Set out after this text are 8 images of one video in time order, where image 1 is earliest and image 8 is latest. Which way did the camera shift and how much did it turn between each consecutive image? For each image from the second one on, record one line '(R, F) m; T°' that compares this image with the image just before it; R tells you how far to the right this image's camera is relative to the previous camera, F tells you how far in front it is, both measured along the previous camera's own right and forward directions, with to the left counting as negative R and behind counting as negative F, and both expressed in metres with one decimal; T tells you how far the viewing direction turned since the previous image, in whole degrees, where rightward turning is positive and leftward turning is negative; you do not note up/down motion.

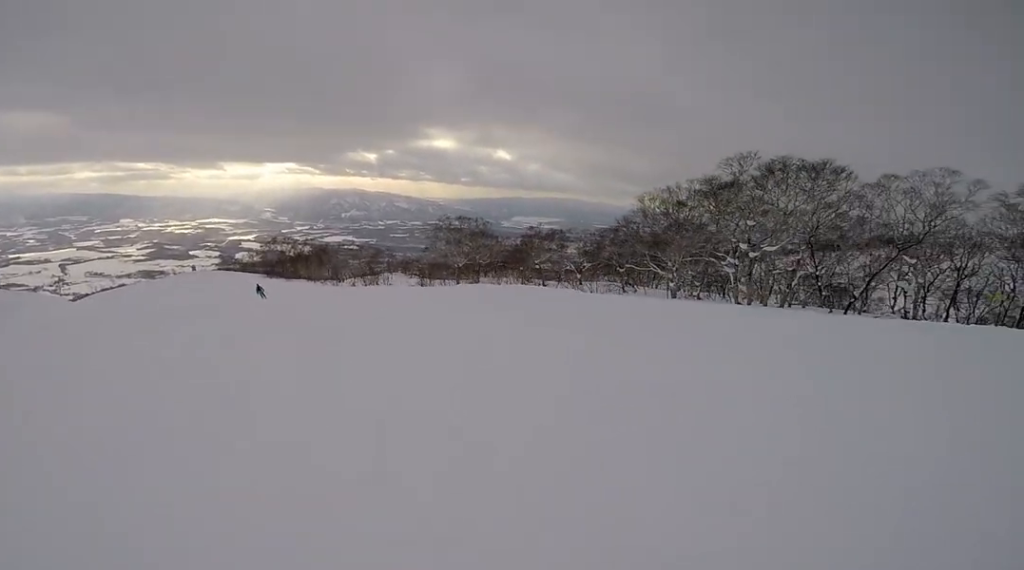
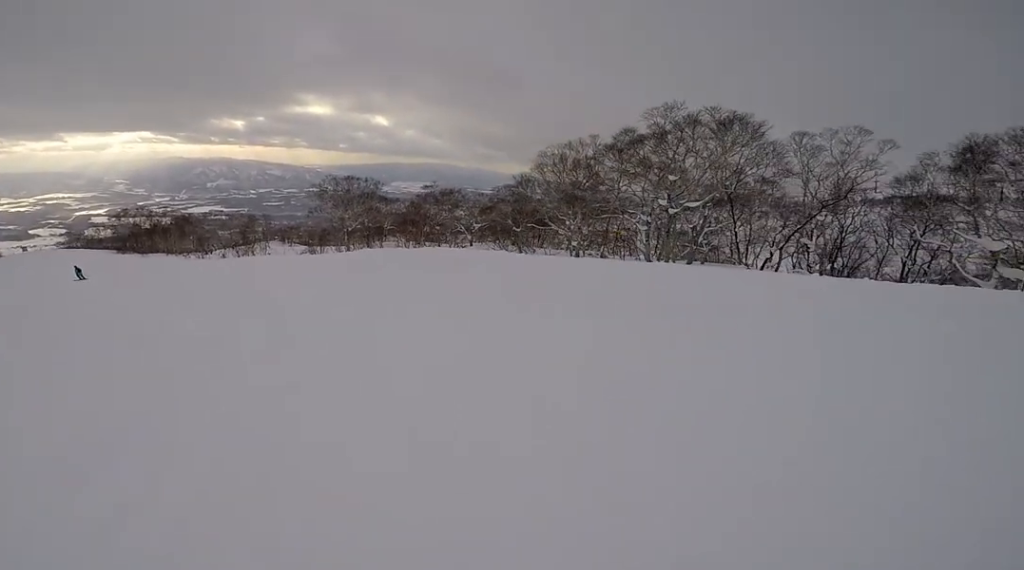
(+2.9, +3.8) m; +38°
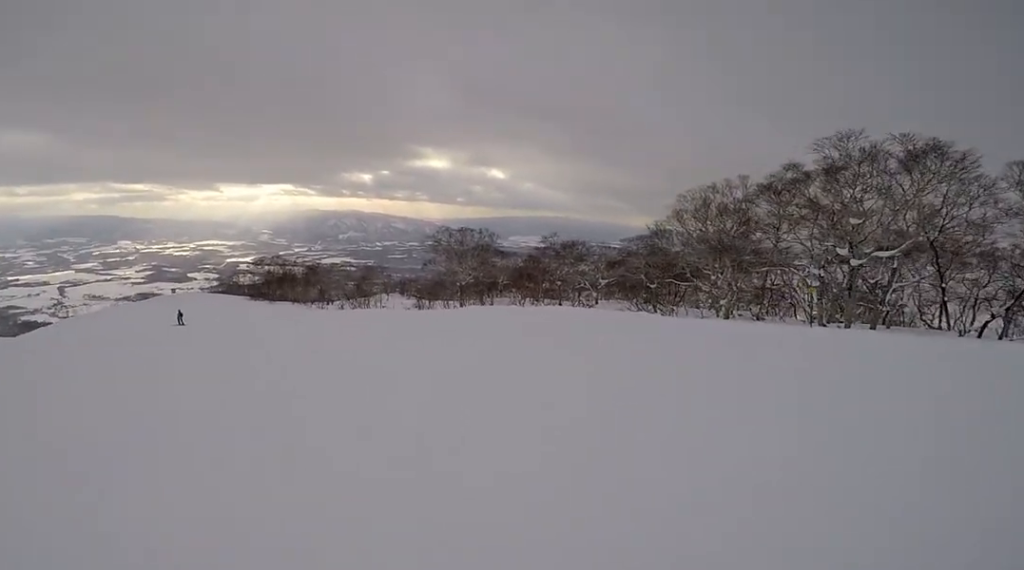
(-0.3, +2.7) m; -11°
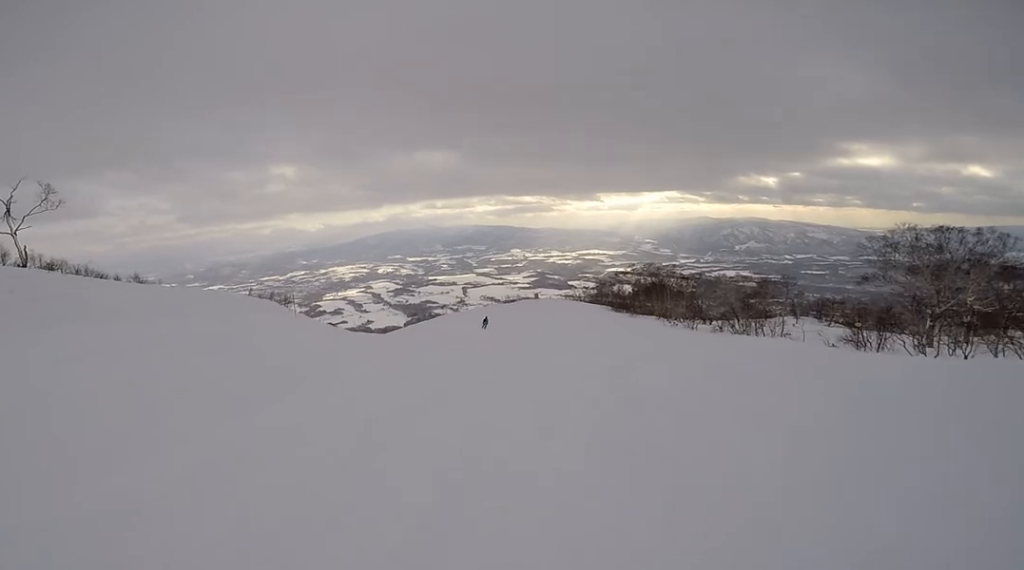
(-3.3, +7.2) m; -44°
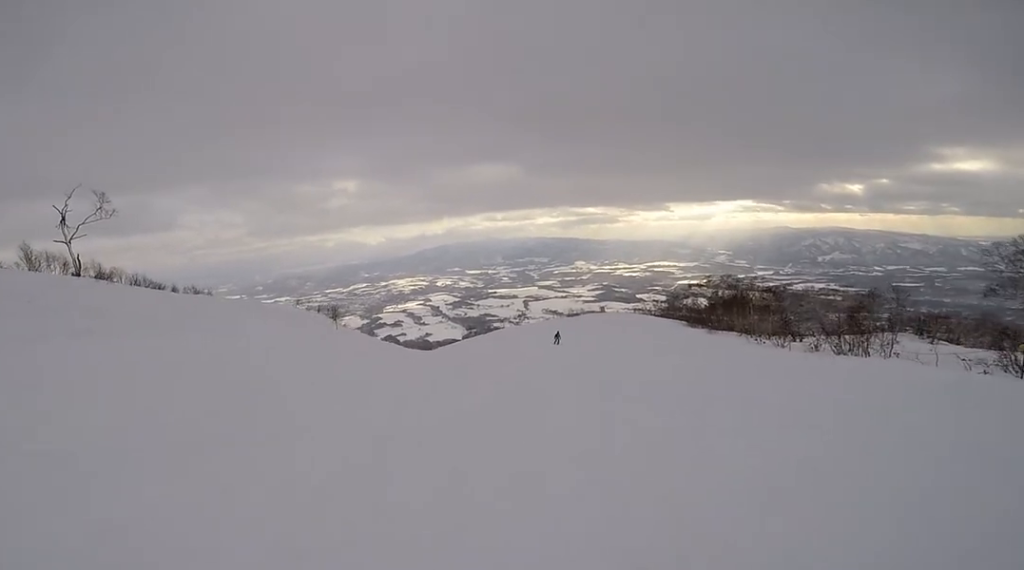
(-0.3, +2.4) m; -11°
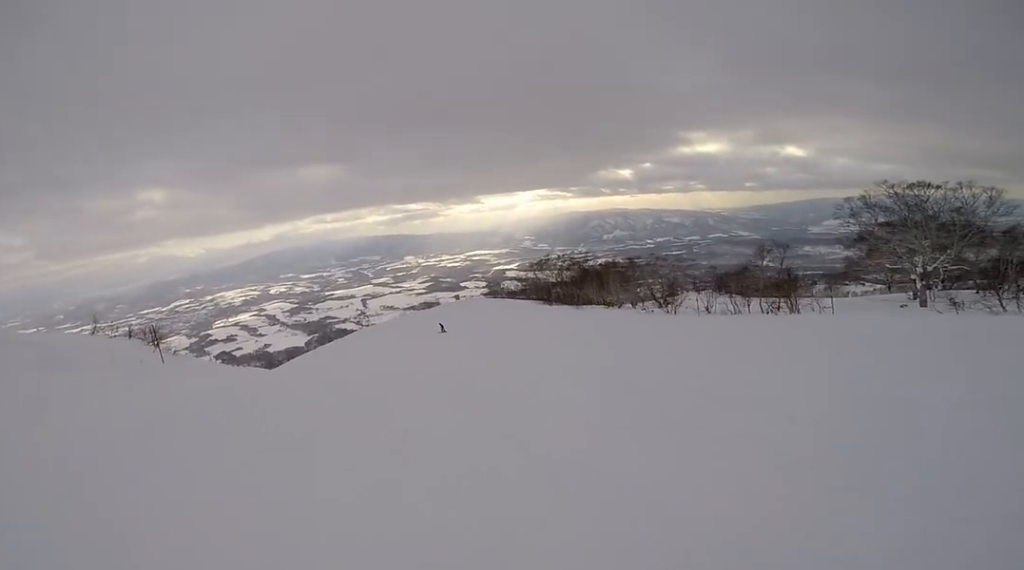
(-2.0, +10.0) m; +9°
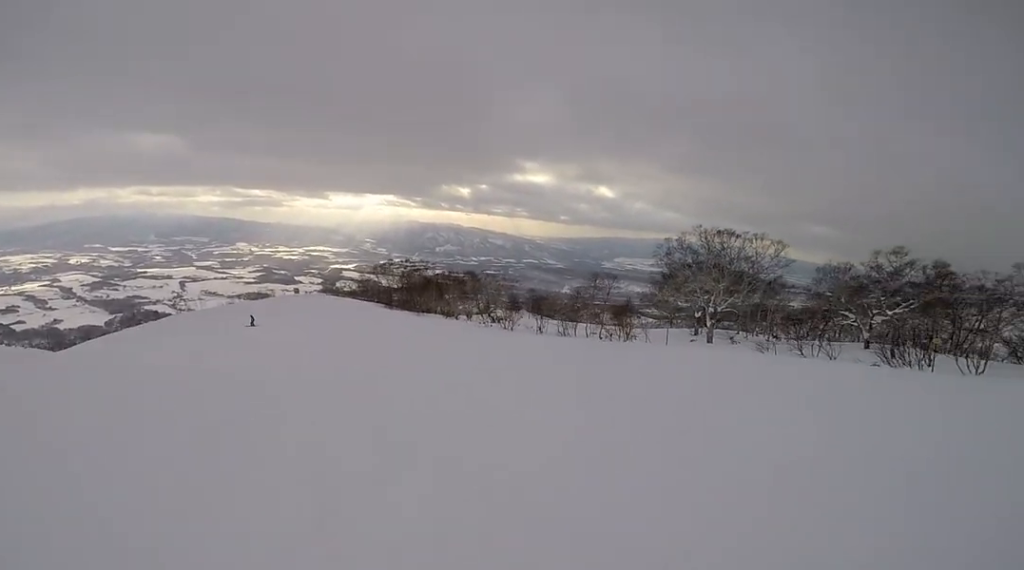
(+0.8, +2.8) m; +21°
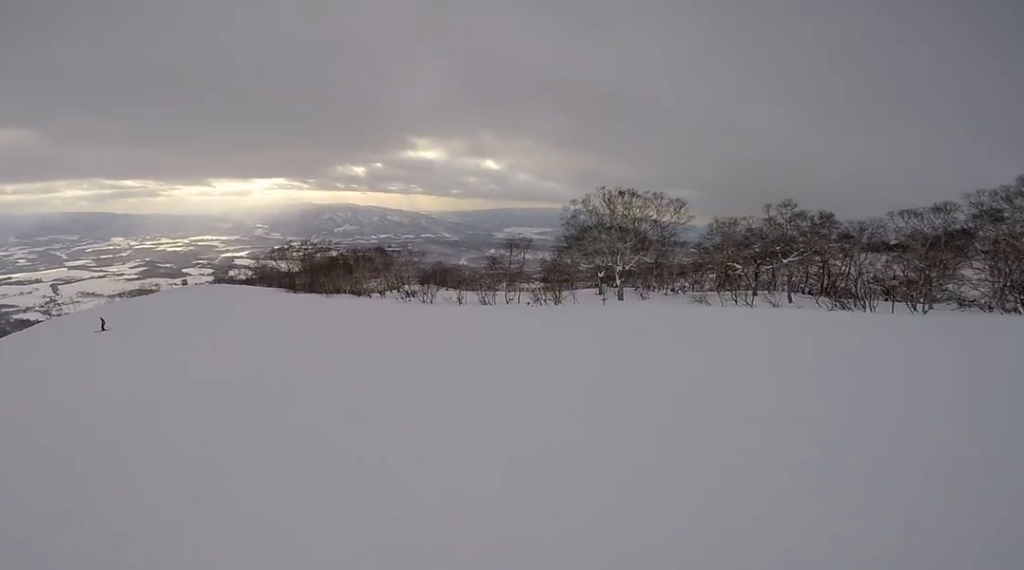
(+0.7, +3.1) m; +18°
